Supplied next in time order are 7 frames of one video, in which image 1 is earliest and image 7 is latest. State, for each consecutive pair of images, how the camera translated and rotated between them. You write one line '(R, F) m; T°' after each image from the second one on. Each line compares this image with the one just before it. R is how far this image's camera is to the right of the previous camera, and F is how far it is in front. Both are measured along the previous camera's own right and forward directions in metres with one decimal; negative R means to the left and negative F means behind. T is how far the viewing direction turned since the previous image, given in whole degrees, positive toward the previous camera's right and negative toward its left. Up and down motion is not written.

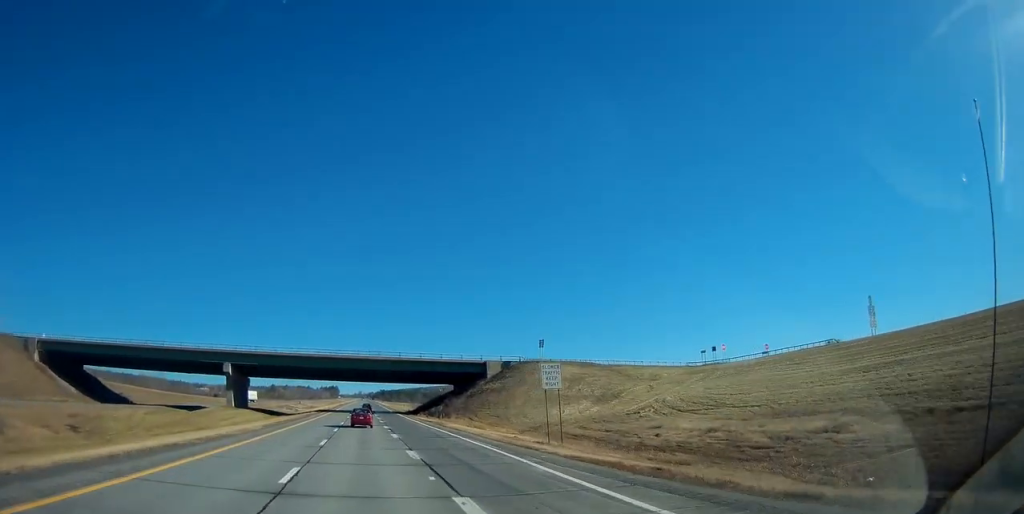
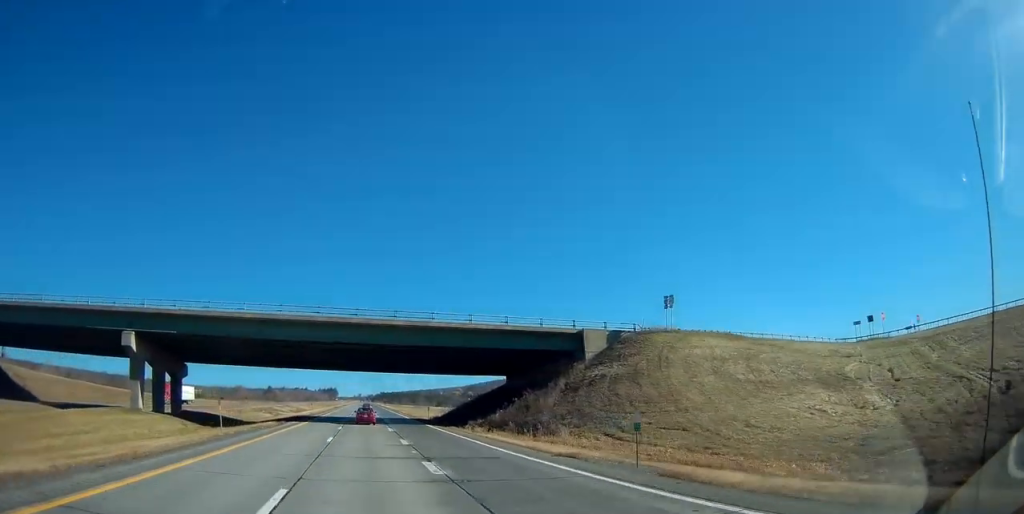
(-0.2, +39.8) m; -1°
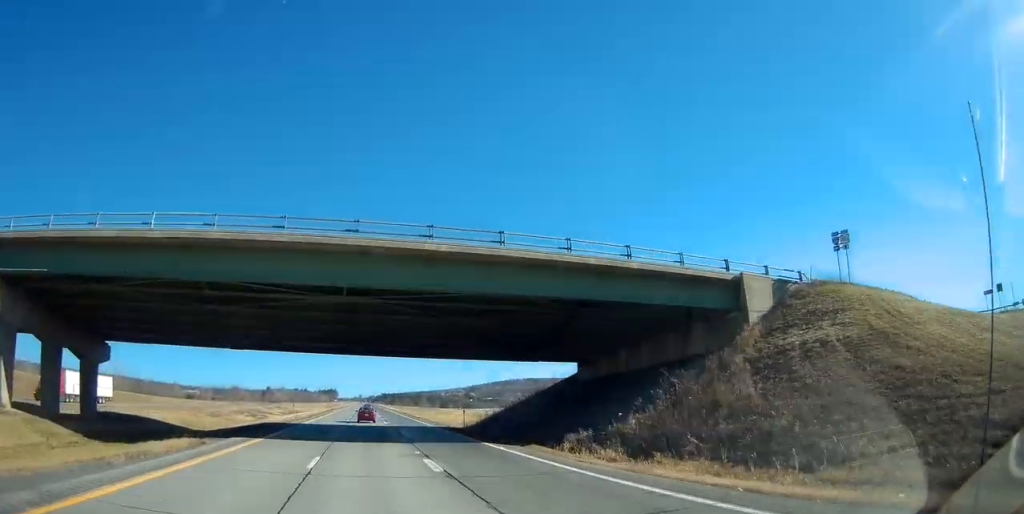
(-0.1, +23.3) m; 0°
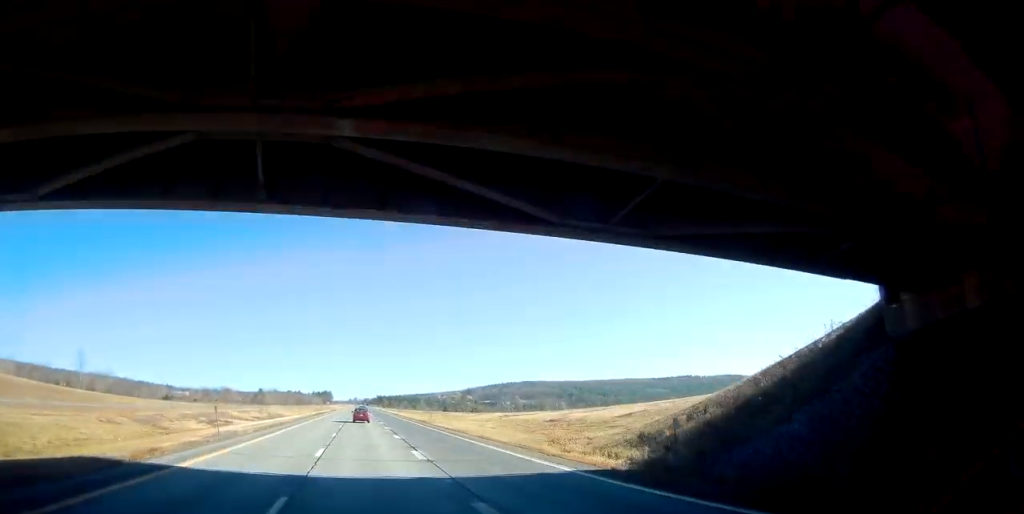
(+0.4, +32.4) m; +1°
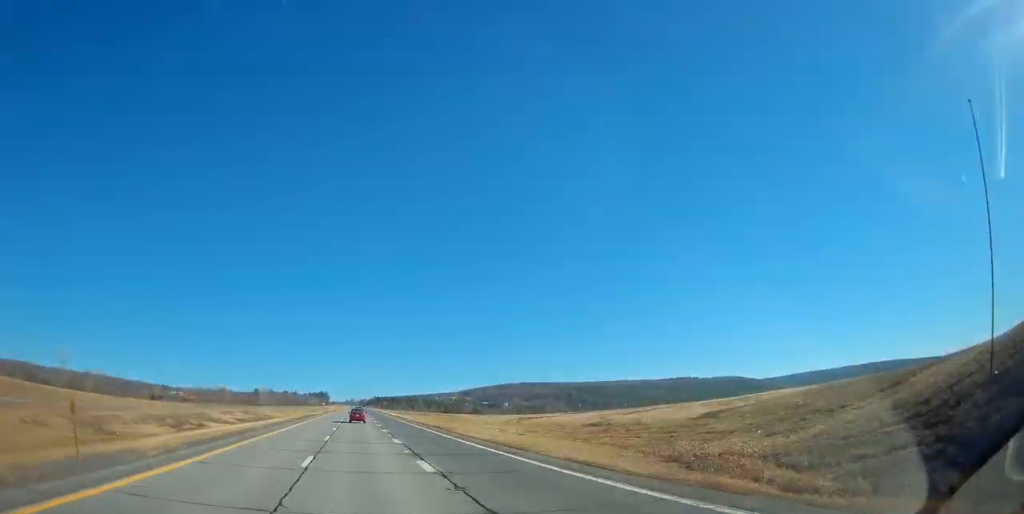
(+0.1, +14.9) m; 0°
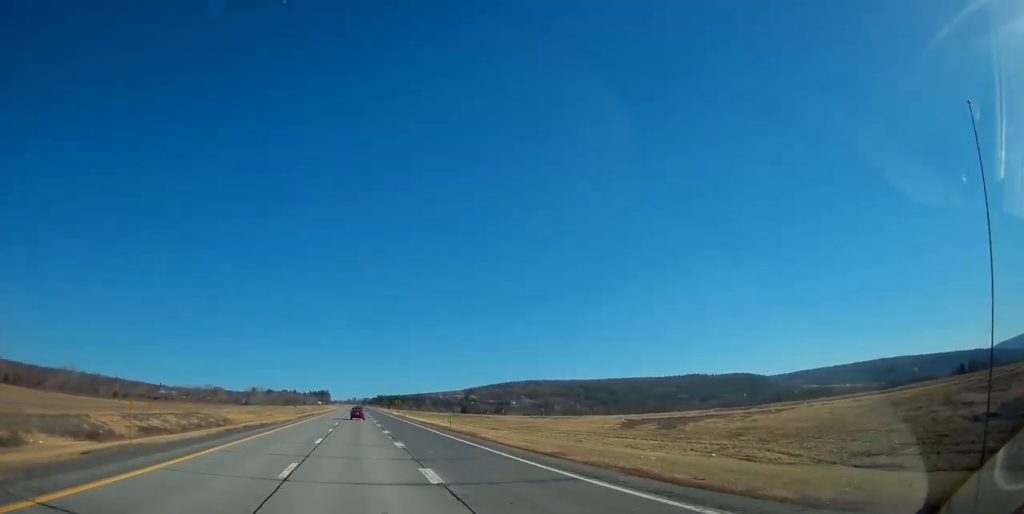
(-0.6, +50.0) m; -1°
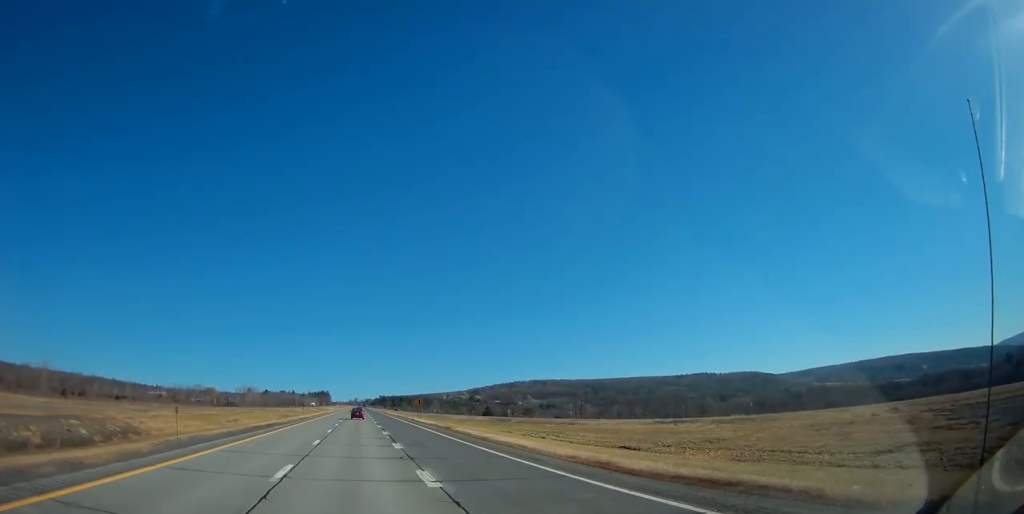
(0.0, +46.6) m; 0°
